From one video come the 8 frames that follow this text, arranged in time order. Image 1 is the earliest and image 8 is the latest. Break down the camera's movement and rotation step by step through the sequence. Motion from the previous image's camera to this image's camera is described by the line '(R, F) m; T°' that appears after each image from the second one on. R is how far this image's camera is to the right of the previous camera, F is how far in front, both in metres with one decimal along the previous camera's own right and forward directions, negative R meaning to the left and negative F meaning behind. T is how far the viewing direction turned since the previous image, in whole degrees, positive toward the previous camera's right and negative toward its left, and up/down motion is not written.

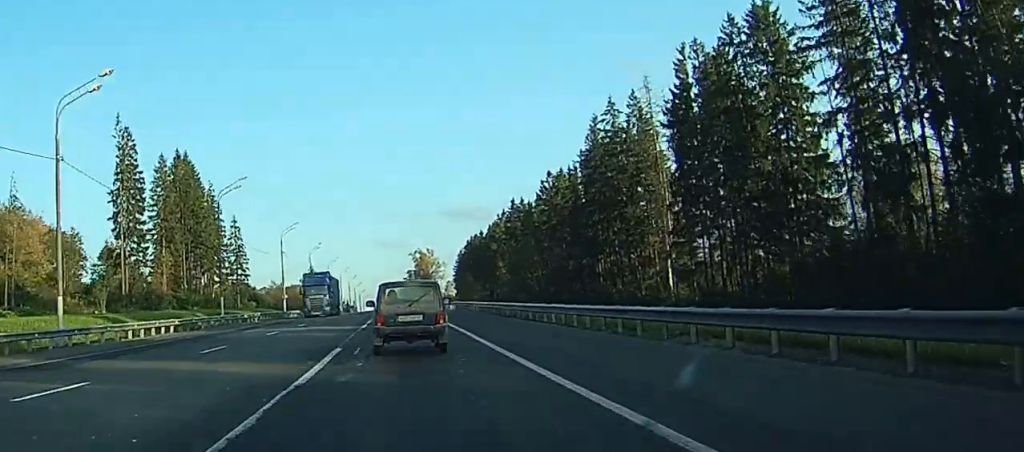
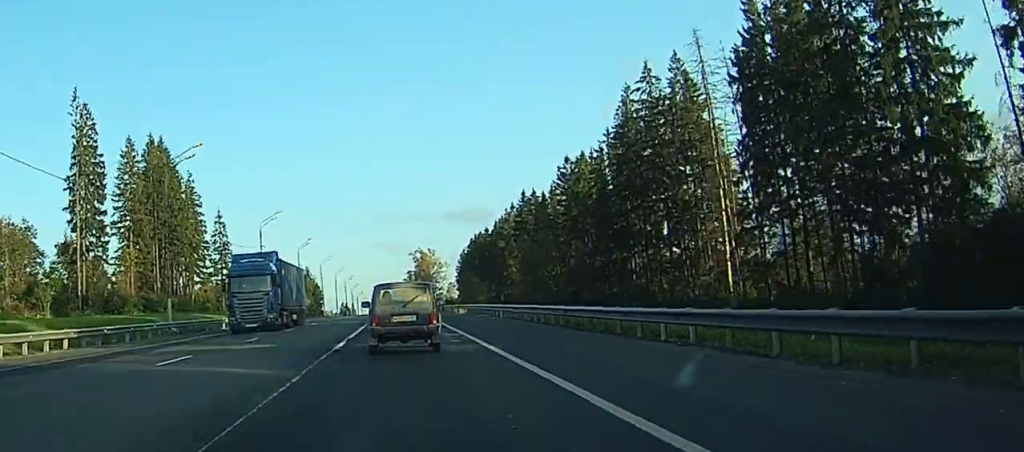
(0.0, +16.3) m; 0°
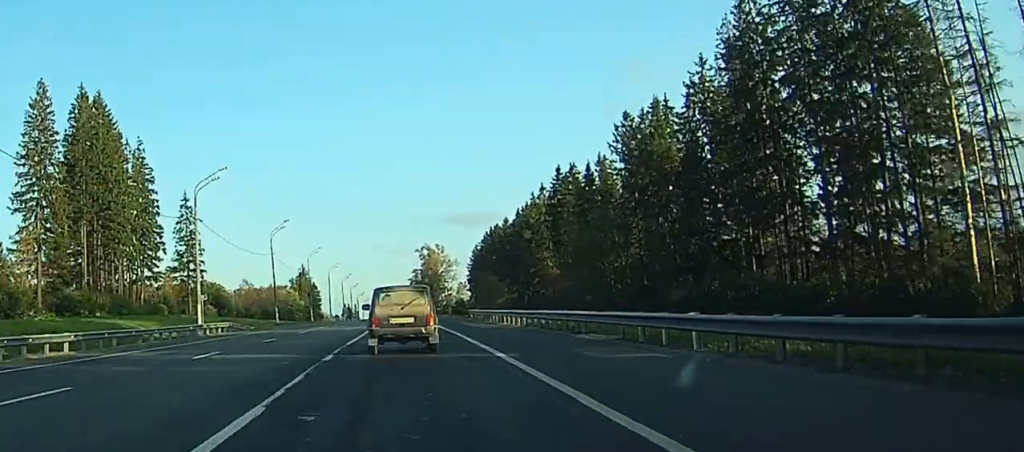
(-0.1, +32.2) m; 0°
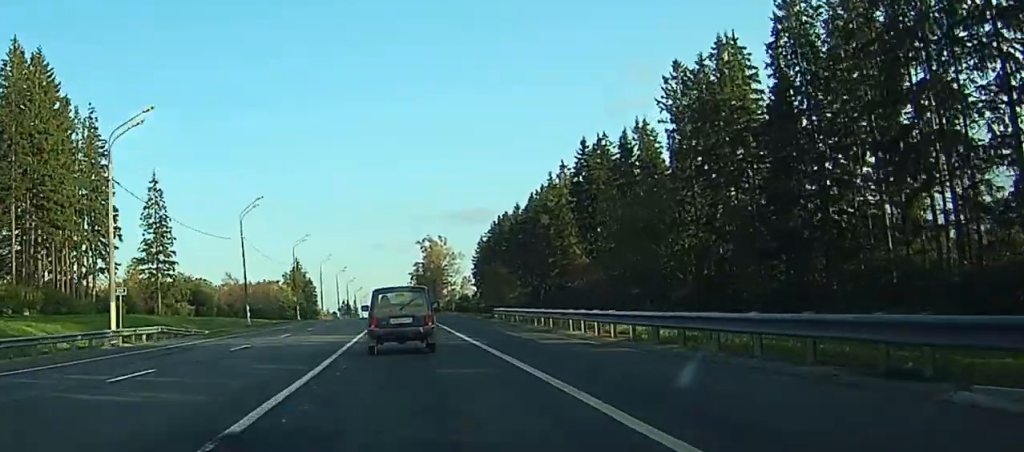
(0.0, +18.9) m; 0°
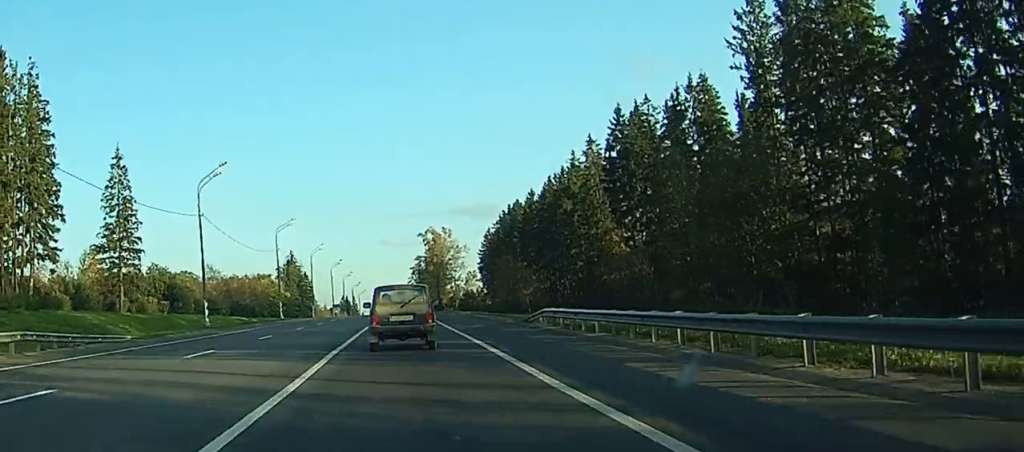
(0.0, +18.3) m; 0°
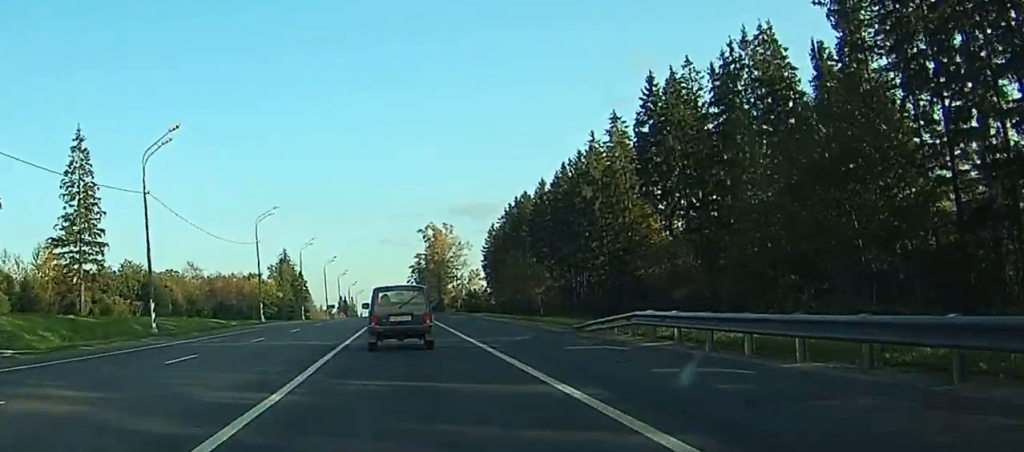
(0.0, +14.0) m; 0°
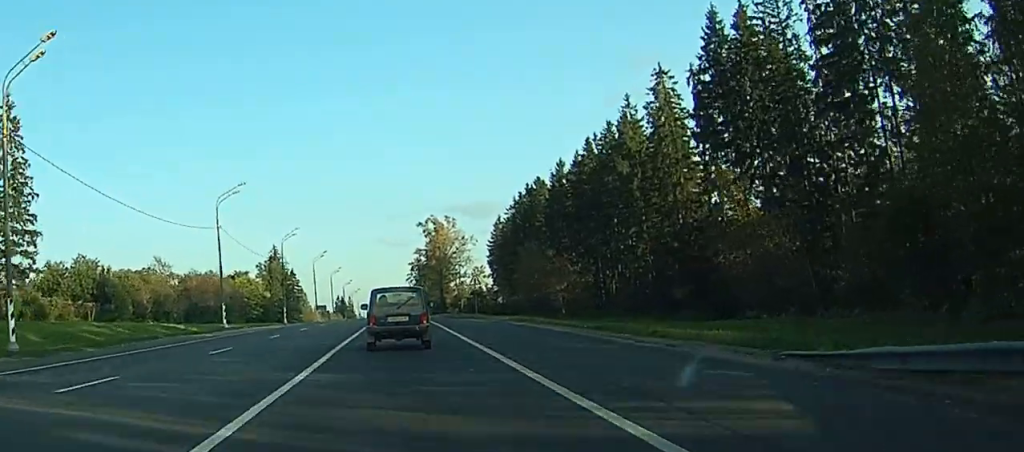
(0.0, +19.5) m; 0°
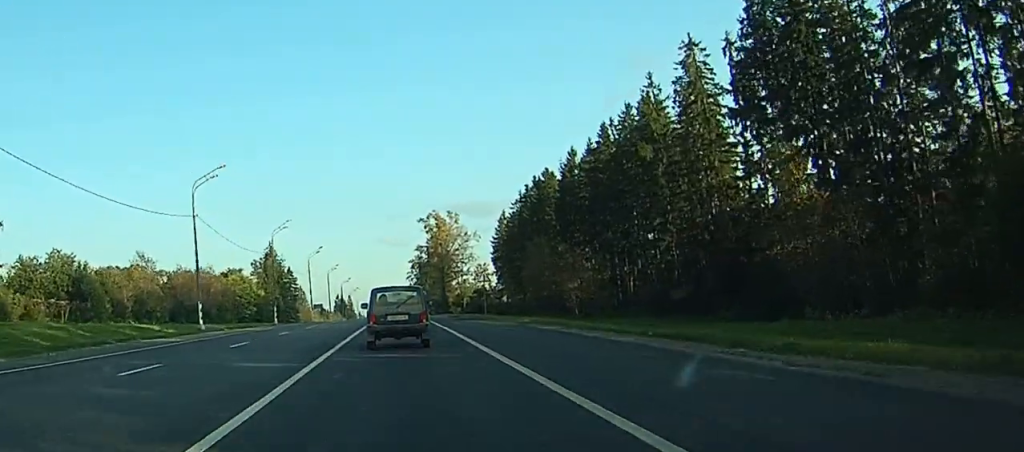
(0.0, +9.1) m; 0°
